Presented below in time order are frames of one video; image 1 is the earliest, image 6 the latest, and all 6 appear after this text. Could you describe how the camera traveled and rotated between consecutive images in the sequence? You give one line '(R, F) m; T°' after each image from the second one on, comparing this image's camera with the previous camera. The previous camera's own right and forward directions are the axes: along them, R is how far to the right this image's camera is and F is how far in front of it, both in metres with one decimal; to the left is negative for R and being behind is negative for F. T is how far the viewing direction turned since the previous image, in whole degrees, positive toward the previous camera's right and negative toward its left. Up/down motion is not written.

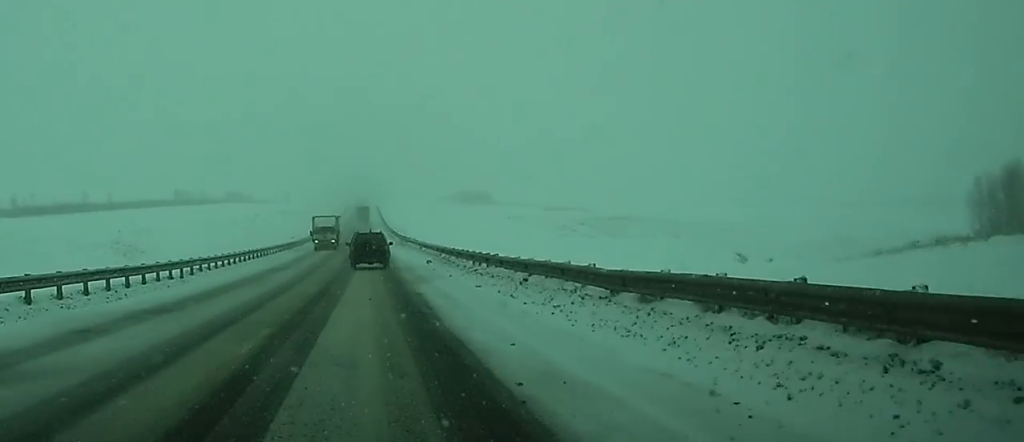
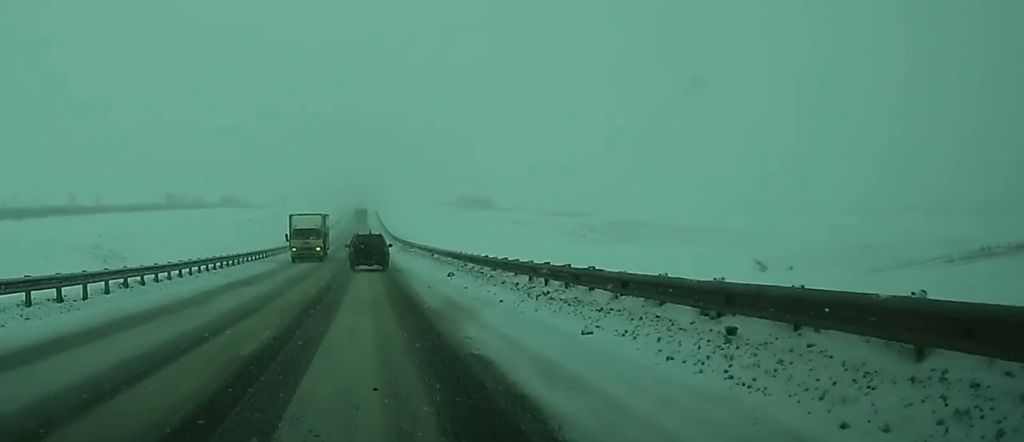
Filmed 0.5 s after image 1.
(-0.1, +11.8) m; 0°
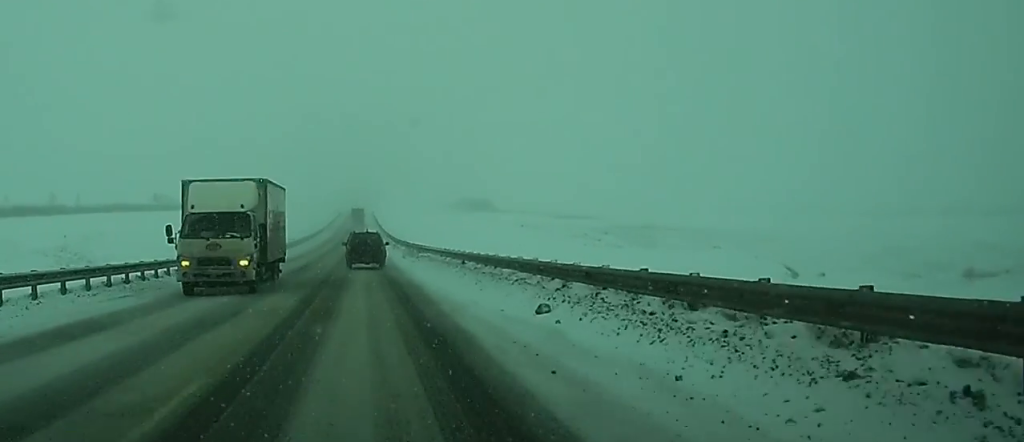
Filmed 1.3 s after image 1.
(-0.1, +16.9) m; 0°
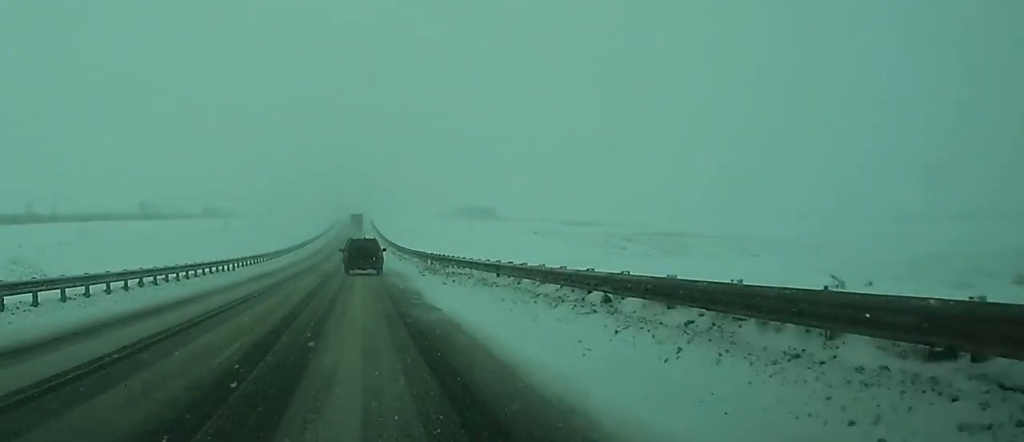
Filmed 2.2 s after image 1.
(0.0, +19.2) m; 0°
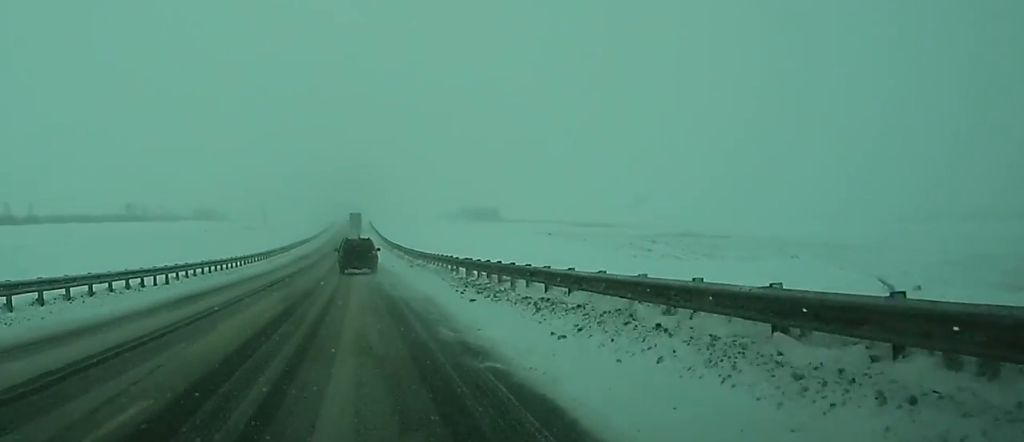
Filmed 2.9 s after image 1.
(+0.1, +17.0) m; 0°
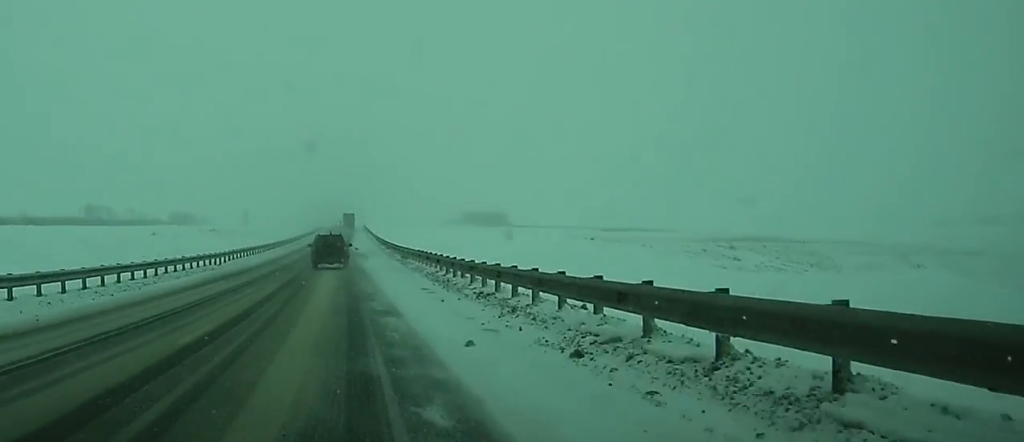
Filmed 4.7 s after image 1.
(+0.1, +39.9) m; 0°
